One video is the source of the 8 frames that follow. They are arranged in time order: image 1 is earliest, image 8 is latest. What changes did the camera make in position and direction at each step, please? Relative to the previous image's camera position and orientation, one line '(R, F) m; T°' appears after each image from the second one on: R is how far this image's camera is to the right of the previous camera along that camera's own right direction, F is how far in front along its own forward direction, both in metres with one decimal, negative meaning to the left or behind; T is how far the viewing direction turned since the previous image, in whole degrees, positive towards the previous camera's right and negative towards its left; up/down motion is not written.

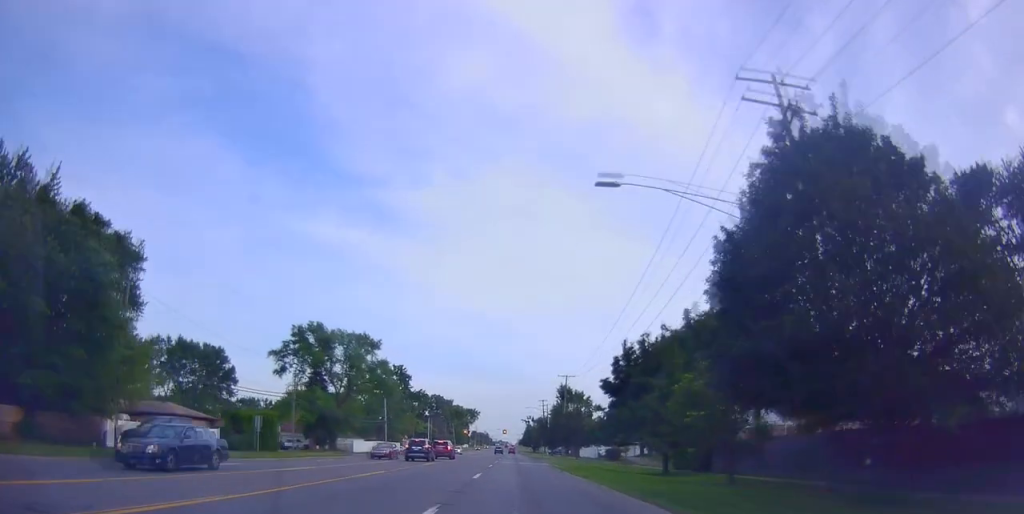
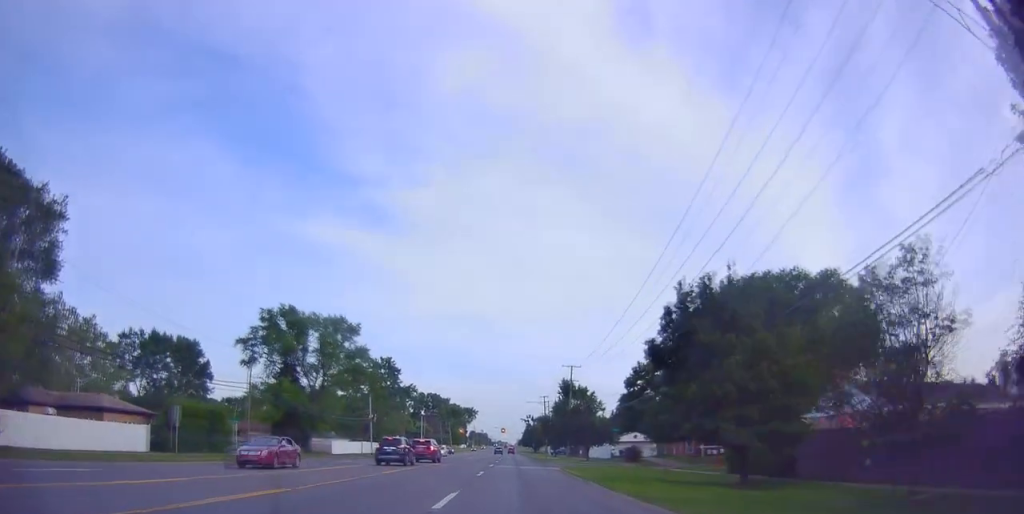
(+0.2, +11.4) m; +2°
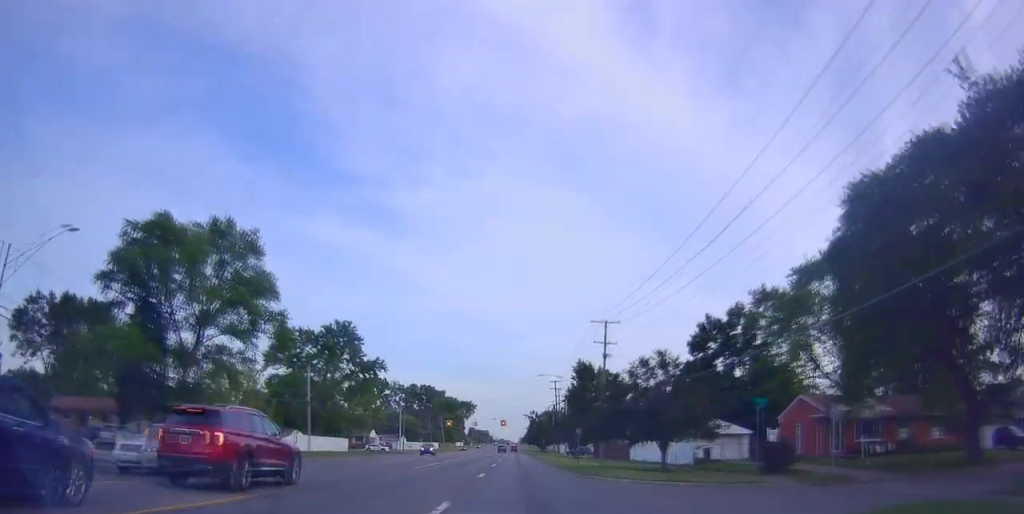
(+1.0, +33.1) m; +1°
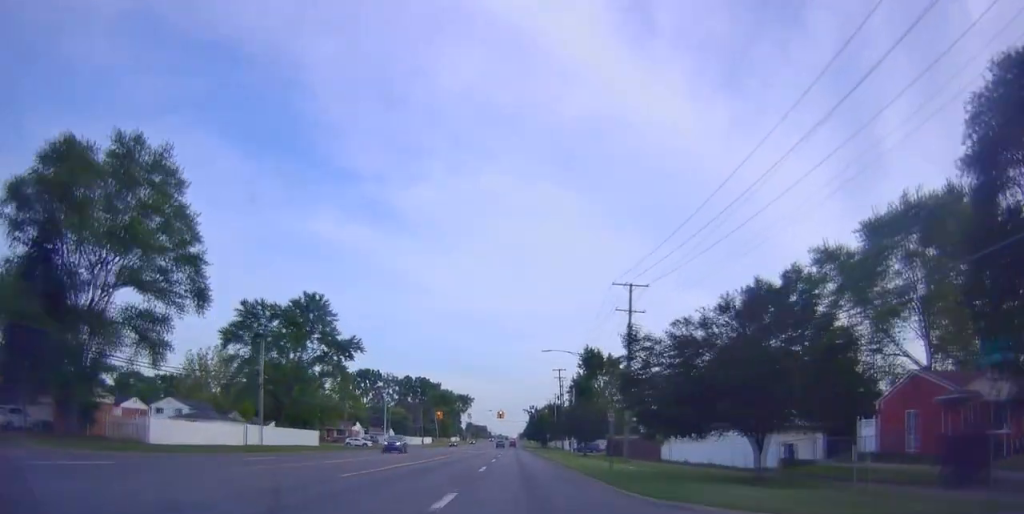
(-0.2, +13.7) m; -1°
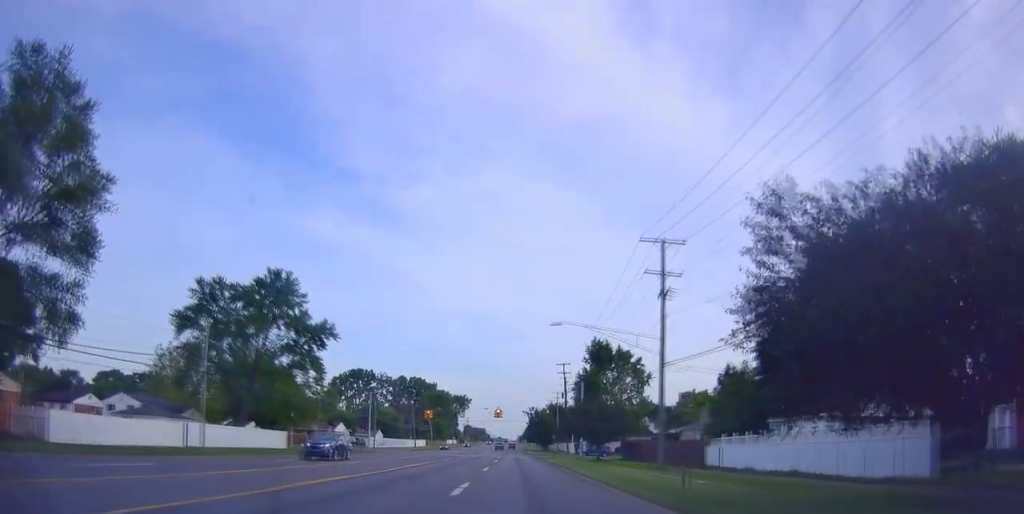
(-0.5, +11.9) m; 0°
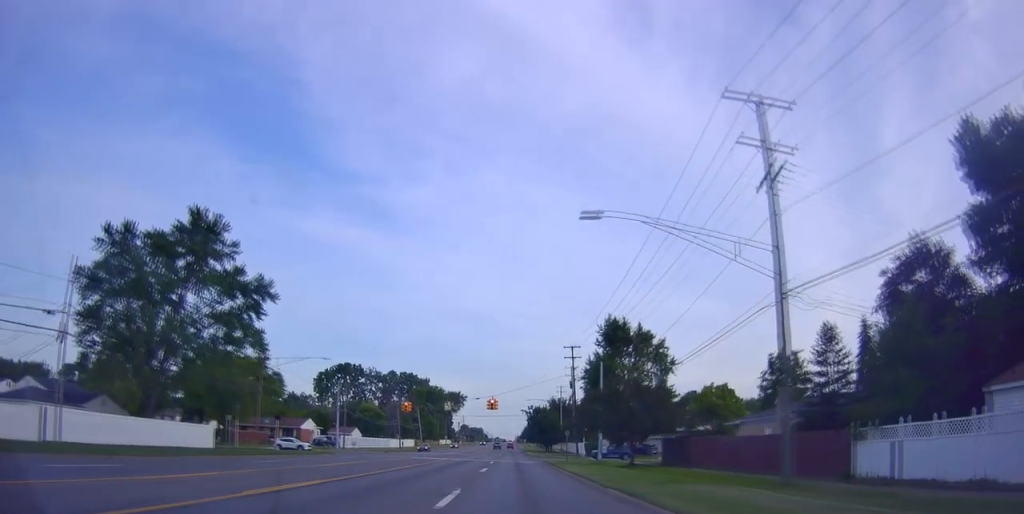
(+0.5, +18.5) m; 0°
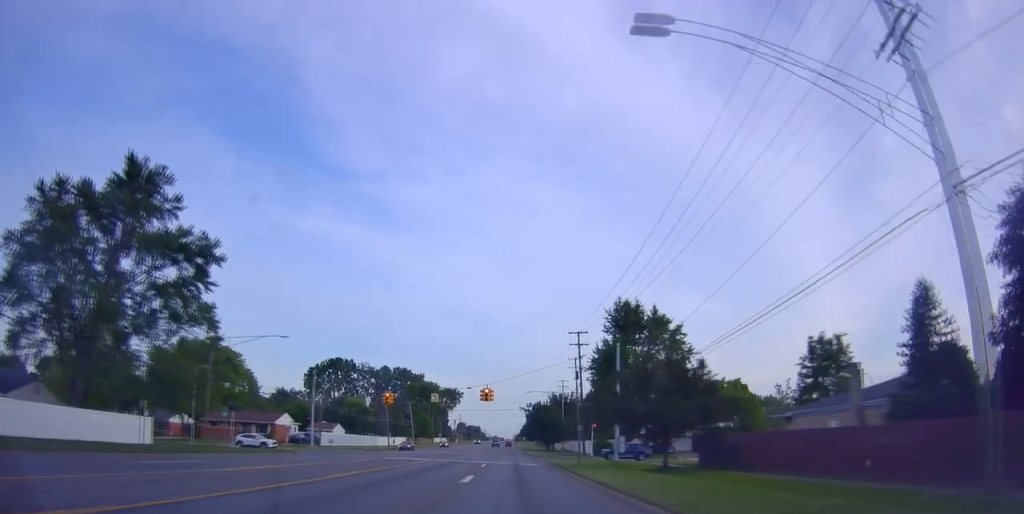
(-0.6, +11.3) m; 0°
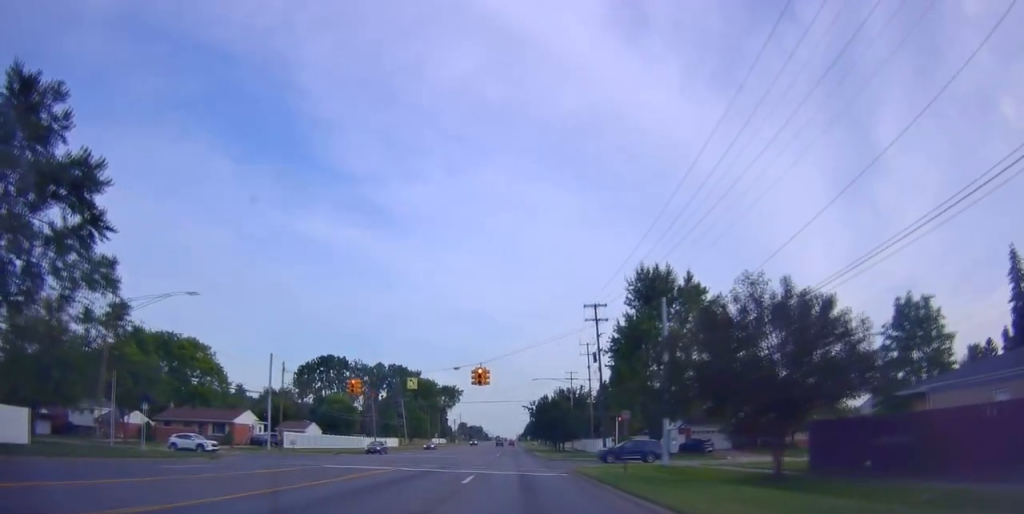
(+0.9, +16.8) m; +3°
